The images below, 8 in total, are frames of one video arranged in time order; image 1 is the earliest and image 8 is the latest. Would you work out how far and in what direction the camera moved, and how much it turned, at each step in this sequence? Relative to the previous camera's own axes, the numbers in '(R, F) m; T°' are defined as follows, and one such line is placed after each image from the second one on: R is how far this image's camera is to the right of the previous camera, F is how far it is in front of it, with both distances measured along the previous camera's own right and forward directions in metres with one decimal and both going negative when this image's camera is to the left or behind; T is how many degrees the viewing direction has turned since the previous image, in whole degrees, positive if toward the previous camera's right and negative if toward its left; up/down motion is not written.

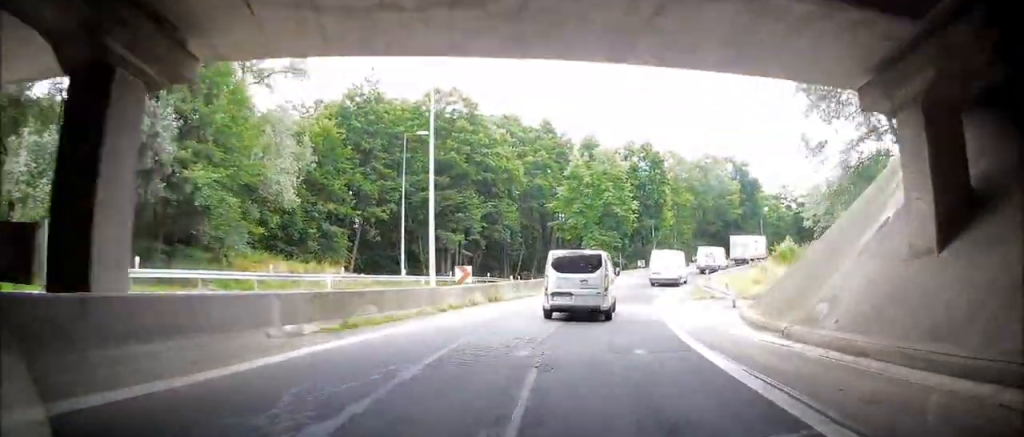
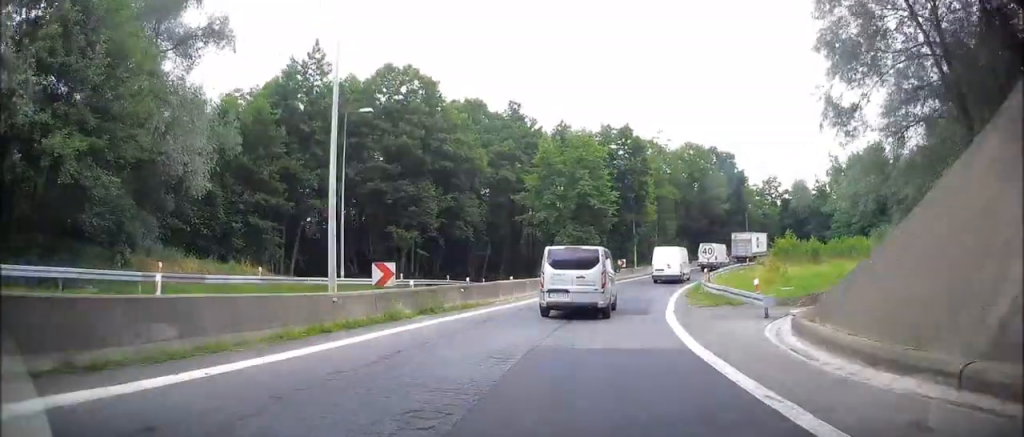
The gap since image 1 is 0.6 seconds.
(-0.1, +6.9) m; +3°
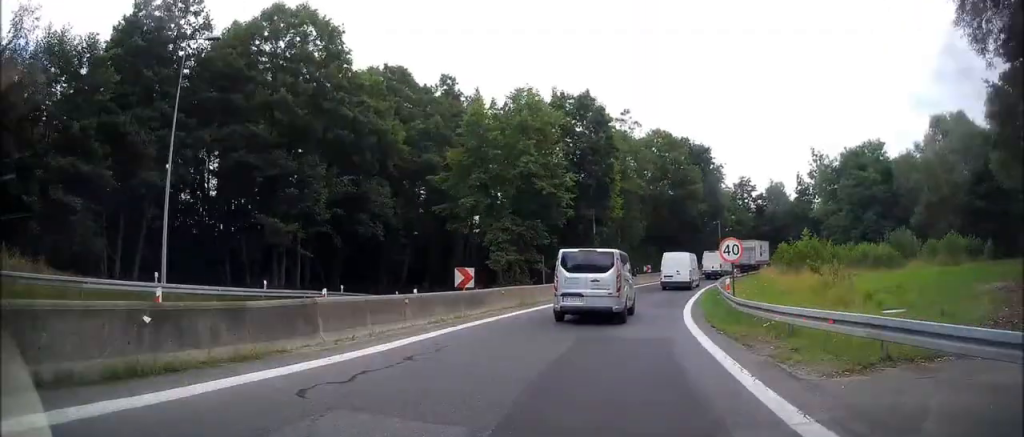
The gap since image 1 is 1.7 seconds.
(+1.0, +13.5) m; +13°
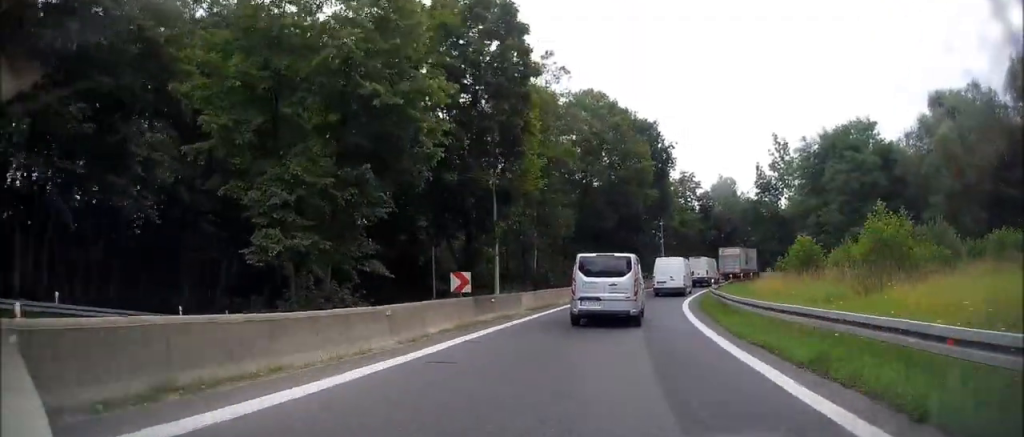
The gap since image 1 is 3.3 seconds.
(+2.7, +17.8) m; +11°
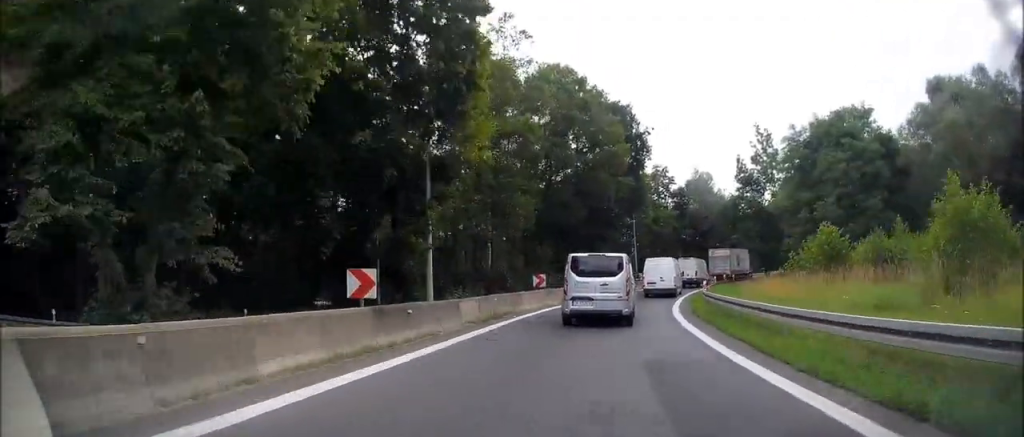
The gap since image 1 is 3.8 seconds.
(+0.1, +6.4) m; +1°
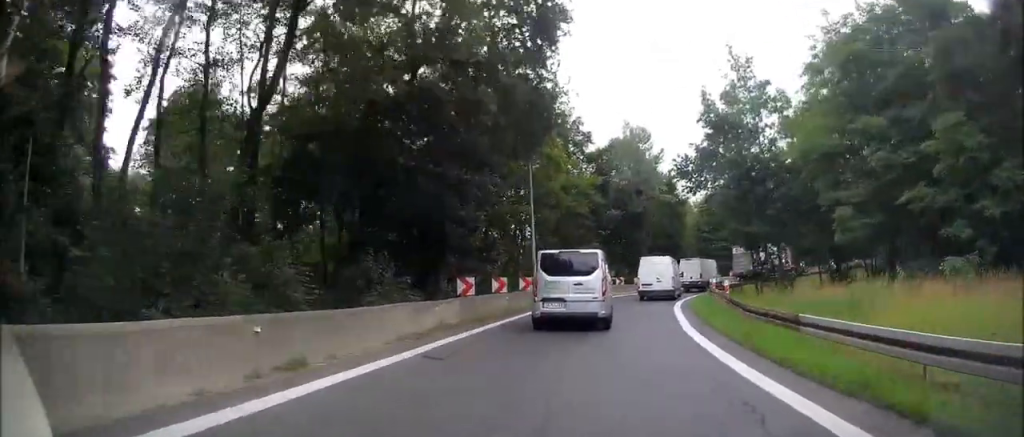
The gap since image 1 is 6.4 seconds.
(+1.2, +27.0) m; +7°
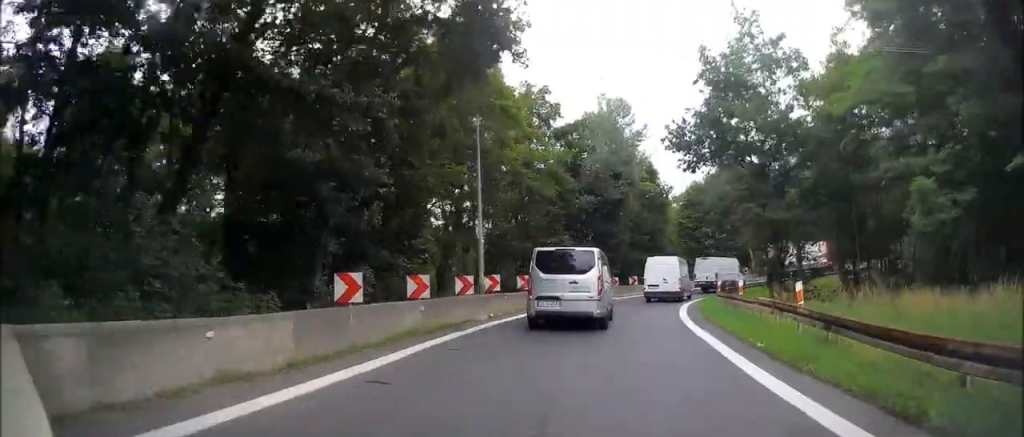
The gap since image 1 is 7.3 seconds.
(+0.4, +8.8) m; +4°
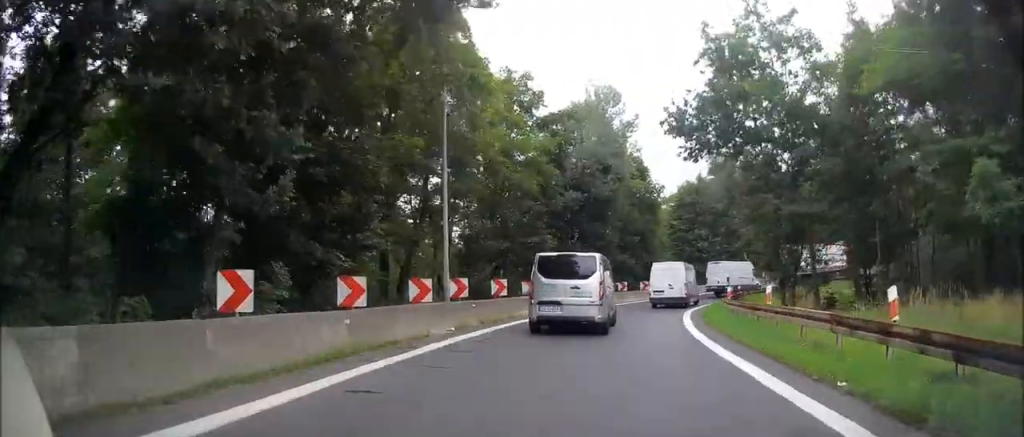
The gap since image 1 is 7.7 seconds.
(+0.2, +4.1) m; +2°
